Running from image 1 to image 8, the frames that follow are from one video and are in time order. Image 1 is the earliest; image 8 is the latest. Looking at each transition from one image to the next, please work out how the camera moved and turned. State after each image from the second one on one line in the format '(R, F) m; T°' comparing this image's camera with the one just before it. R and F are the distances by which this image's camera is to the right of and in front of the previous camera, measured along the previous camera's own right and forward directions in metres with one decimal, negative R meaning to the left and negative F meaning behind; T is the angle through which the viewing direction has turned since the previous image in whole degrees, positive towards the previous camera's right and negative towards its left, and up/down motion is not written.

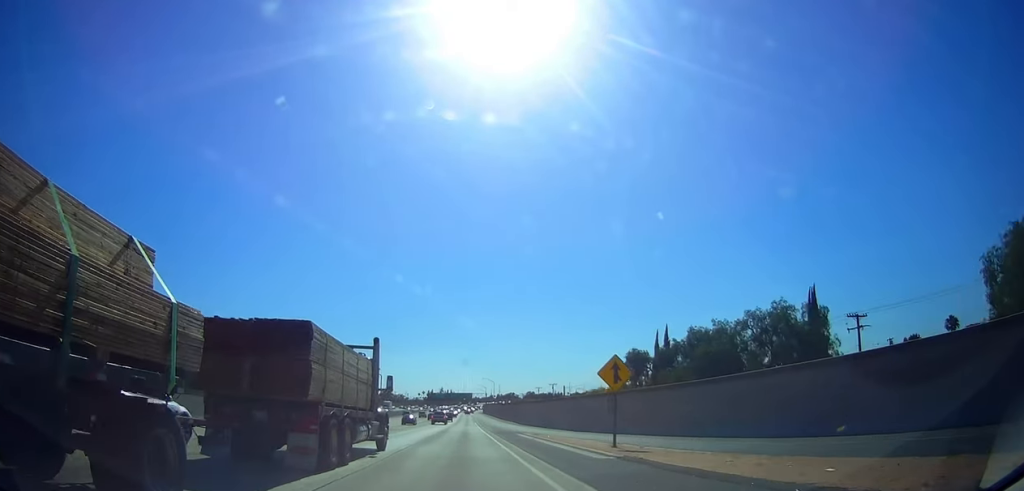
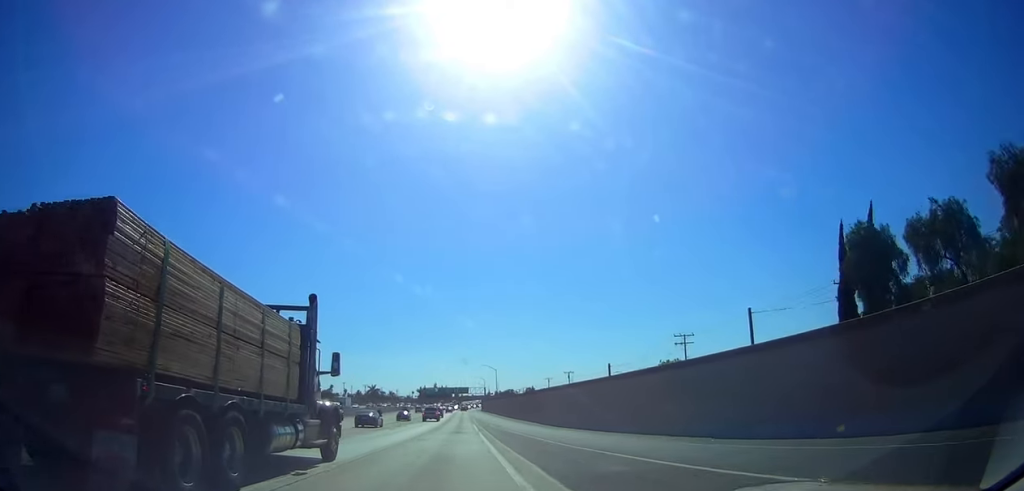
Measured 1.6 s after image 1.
(+0.7, +39.1) m; +2°
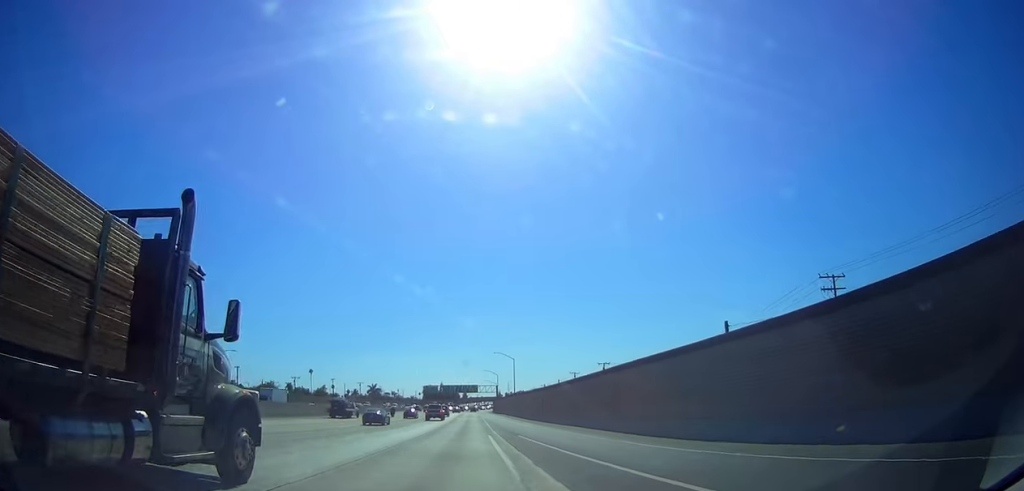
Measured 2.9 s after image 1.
(0.0, +32.9) m; -1°
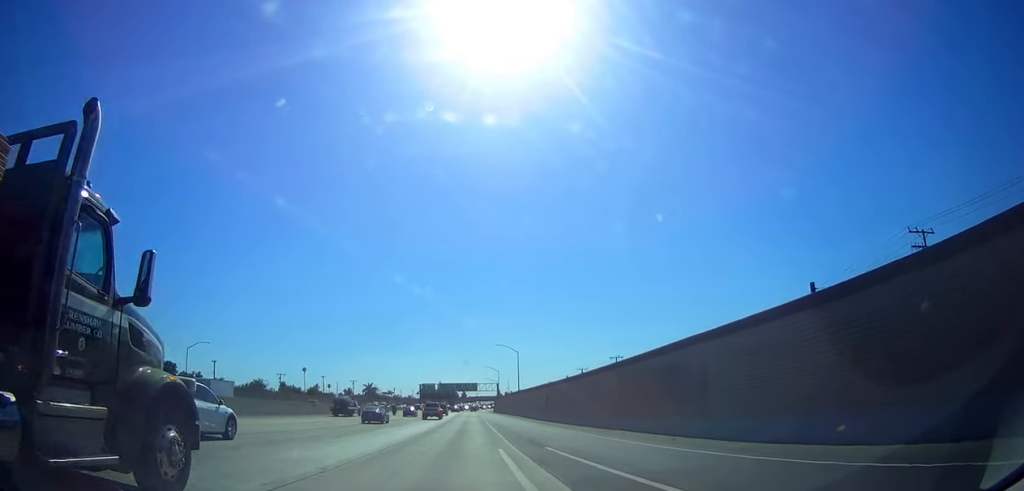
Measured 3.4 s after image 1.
(+0.2, +11.9) m; -1°
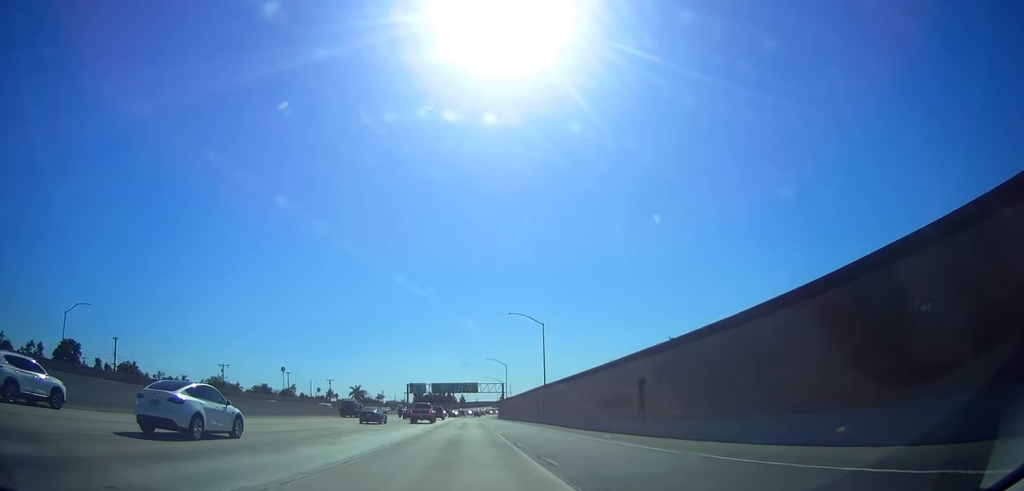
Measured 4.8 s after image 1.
(-0.6, +37.3) m; +1°
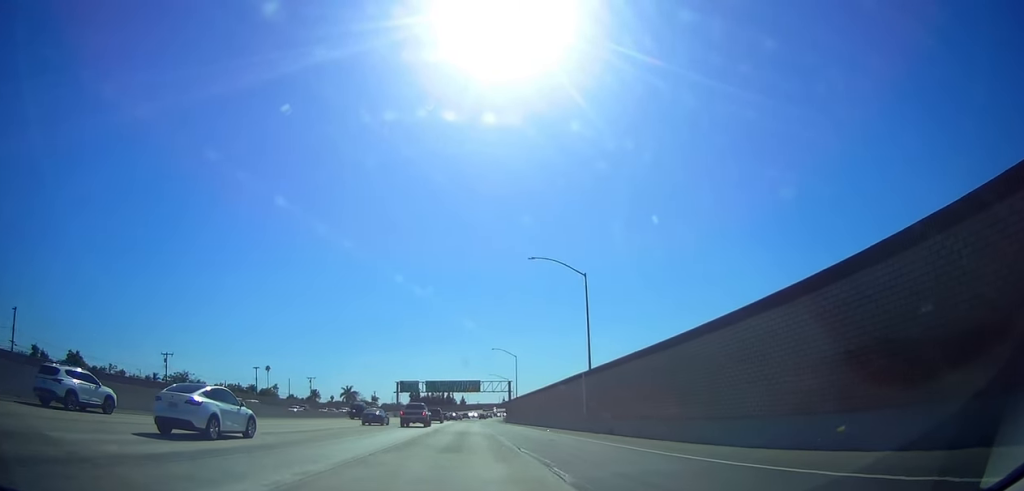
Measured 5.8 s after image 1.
(+0.5, +25.0) m; 0°
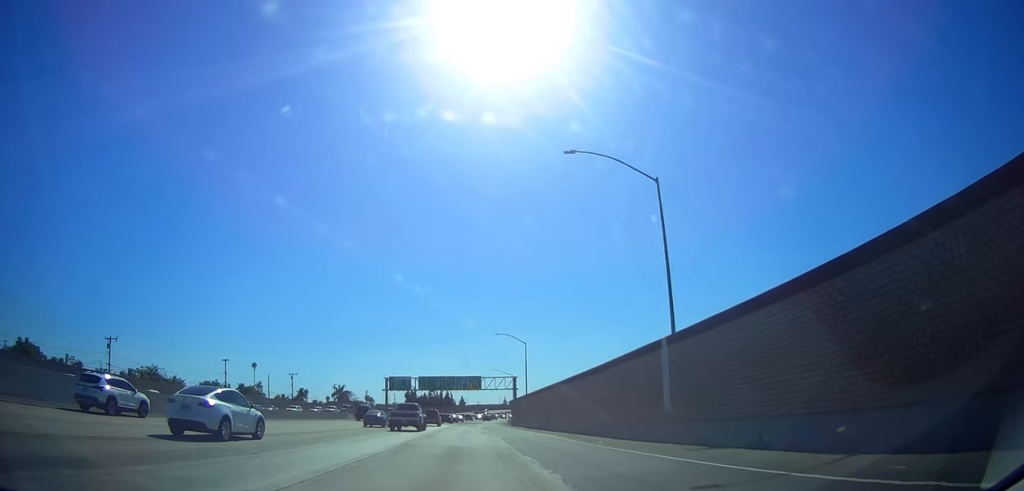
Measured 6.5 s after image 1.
(+0.1, +18.0) m; -1°
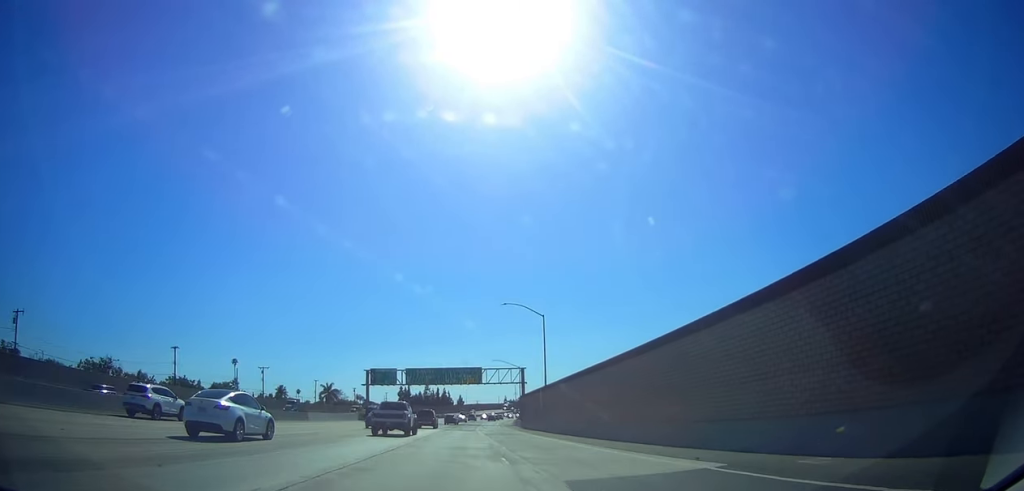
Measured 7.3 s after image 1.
(-0.8, +22.0) m; 0°
